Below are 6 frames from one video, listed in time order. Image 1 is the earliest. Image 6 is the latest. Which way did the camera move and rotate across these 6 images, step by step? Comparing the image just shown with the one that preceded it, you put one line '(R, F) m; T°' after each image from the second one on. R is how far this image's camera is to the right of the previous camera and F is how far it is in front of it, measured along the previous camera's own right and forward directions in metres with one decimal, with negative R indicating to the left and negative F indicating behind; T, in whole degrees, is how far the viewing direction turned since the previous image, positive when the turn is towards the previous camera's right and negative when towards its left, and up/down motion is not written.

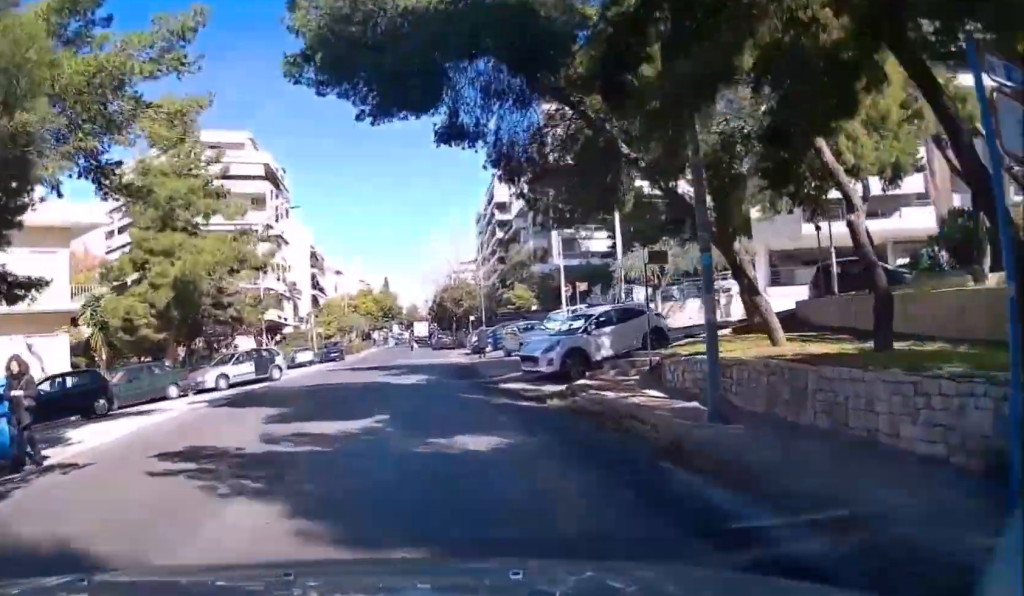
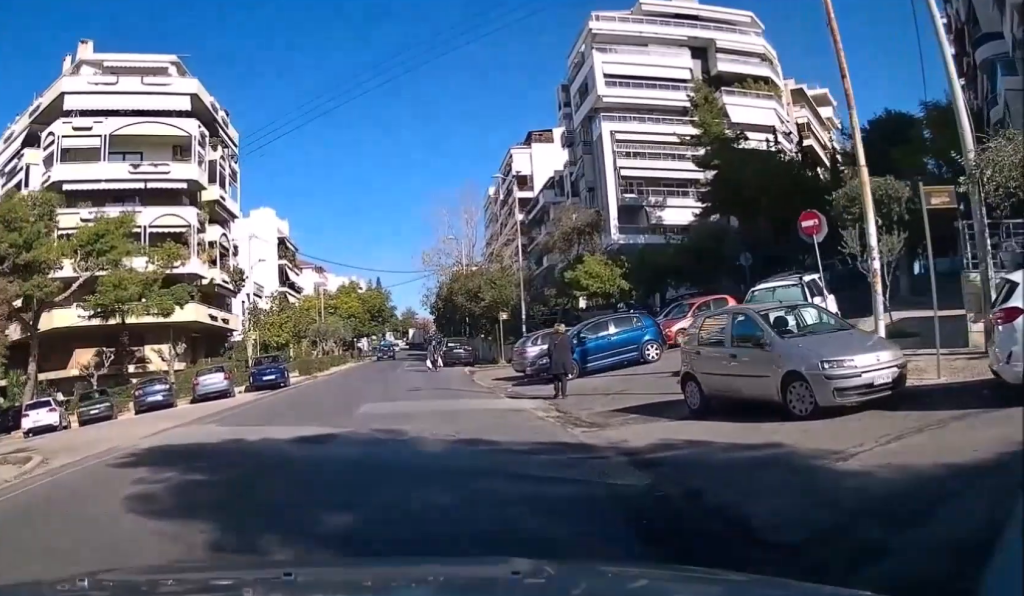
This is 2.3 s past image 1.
(-0.5, +23.6) m; -3°
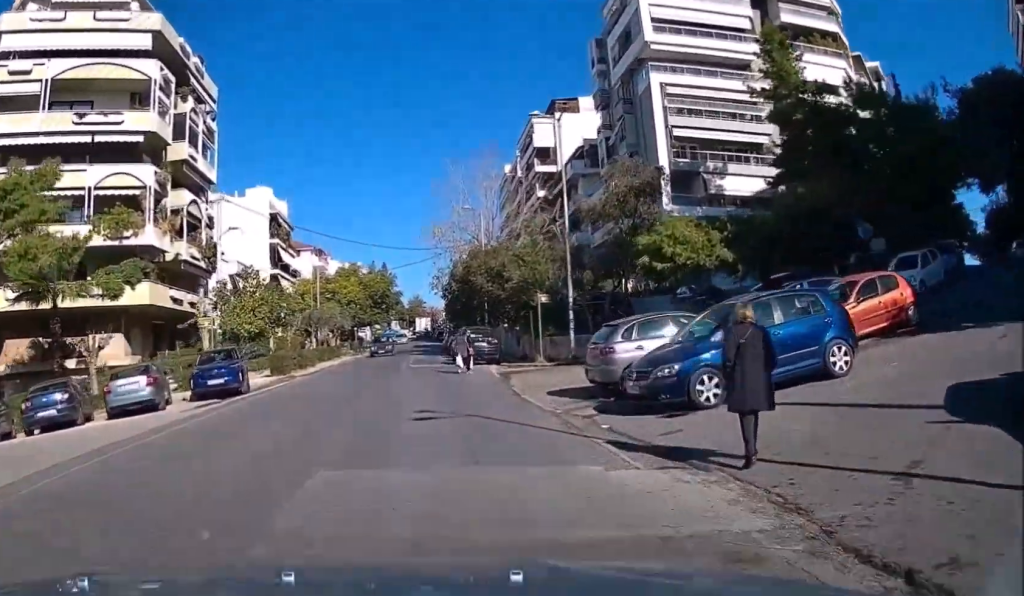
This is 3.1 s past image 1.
(-0.1, +9.6) m; +1°
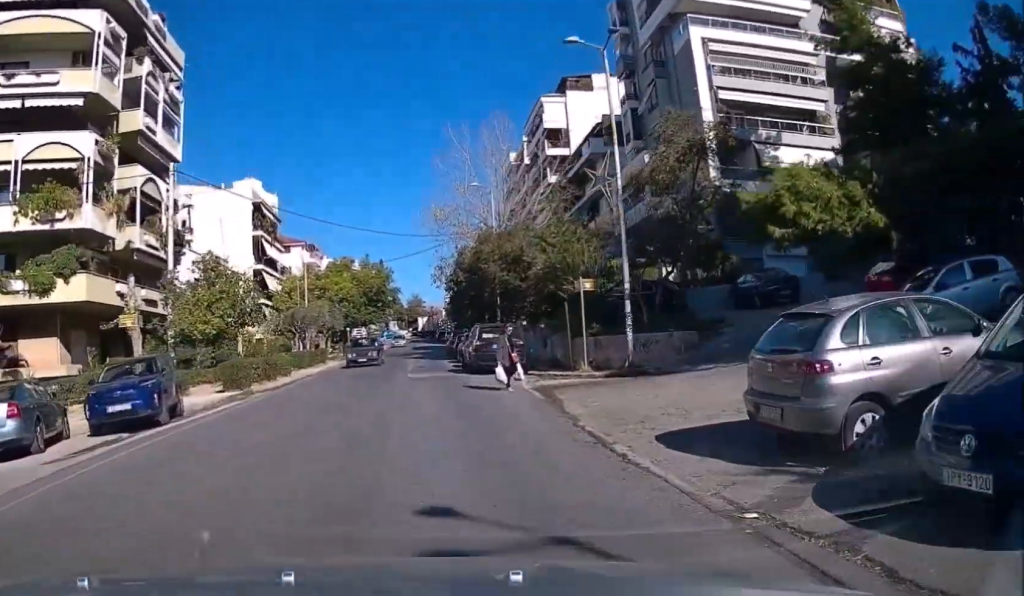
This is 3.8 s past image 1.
(0.0, +7.9) m; +1°
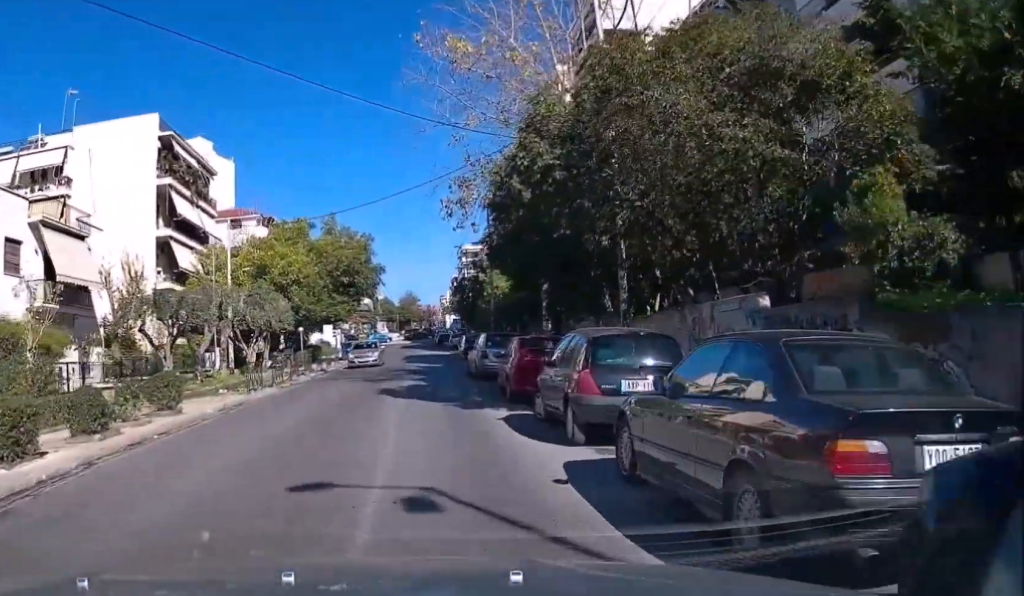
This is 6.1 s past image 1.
(+0.4, +25.0) m; 0°
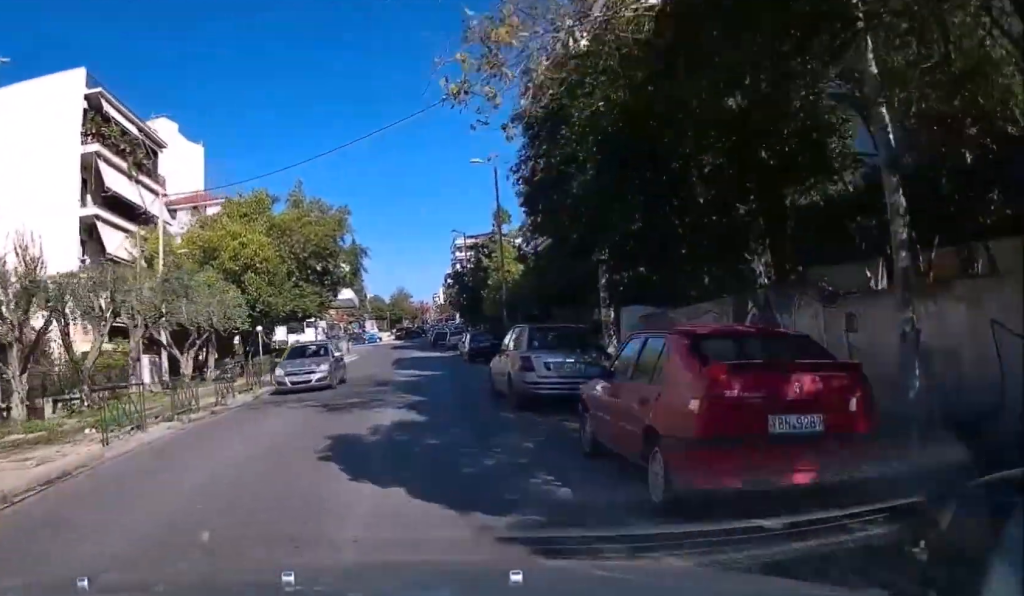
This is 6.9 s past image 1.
(0.0, +8.3) m; -1°
